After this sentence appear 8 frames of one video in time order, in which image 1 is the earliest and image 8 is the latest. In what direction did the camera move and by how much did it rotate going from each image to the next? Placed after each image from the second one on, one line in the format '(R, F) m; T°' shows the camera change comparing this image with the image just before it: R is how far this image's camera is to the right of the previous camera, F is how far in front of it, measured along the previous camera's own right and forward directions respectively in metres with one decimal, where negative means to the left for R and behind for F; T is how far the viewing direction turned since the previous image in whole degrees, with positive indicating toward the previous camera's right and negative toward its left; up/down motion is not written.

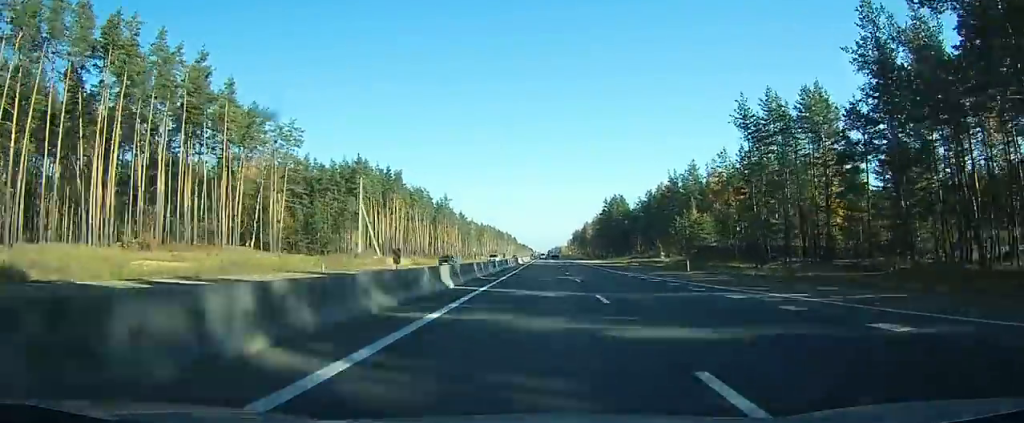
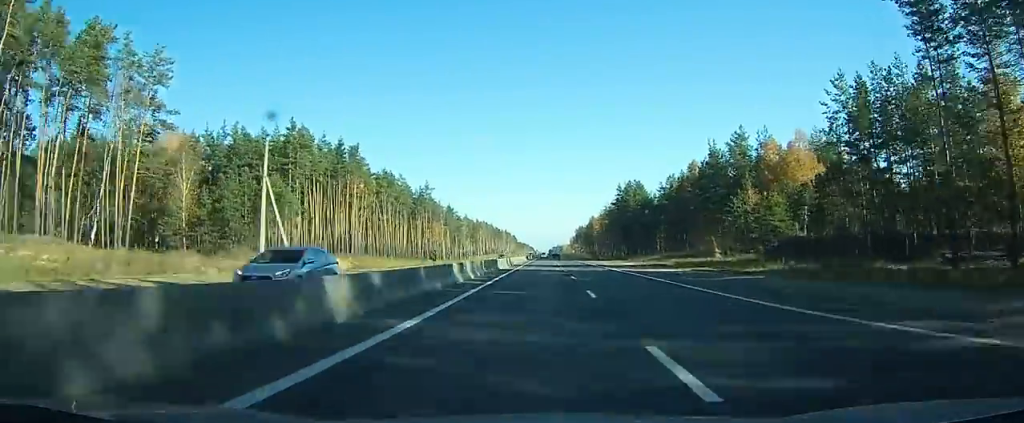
(+0.1, +34.6) m; 0°
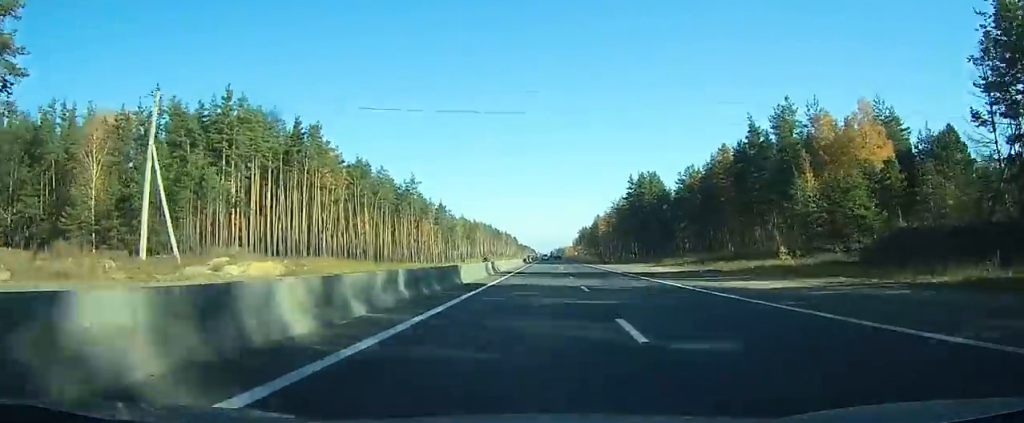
(+0.1, +20.4) m; 0°
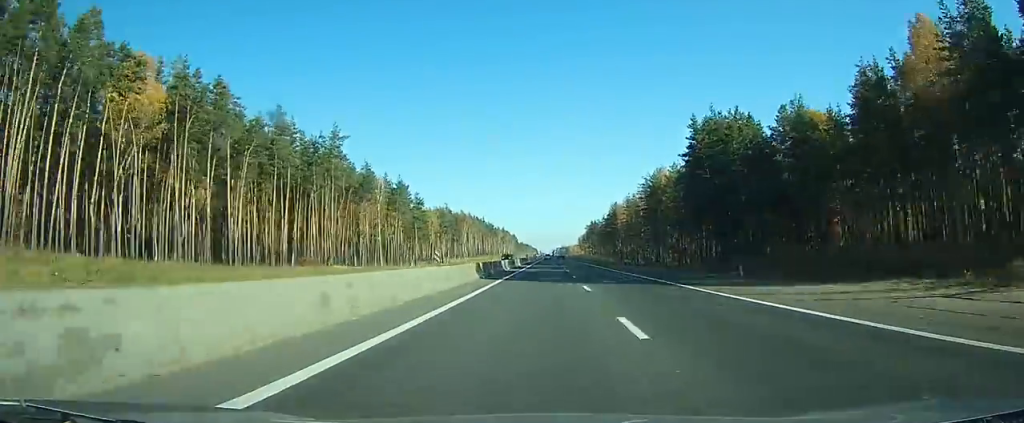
(+0.2, +57.5) m; 0°
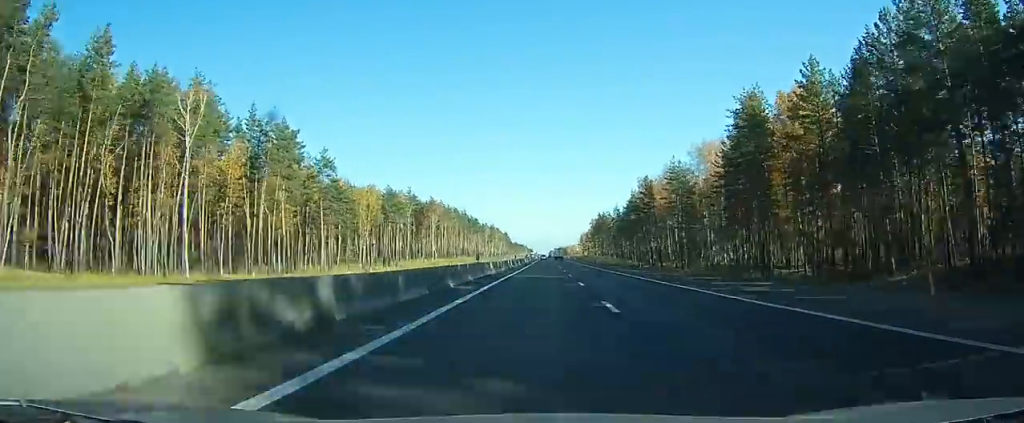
(-0.1, +66.0) m; 0°
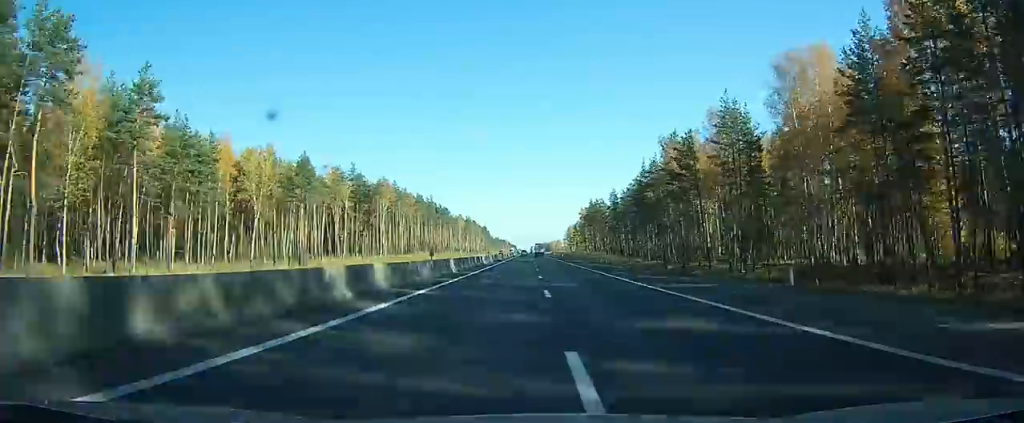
(+0.2, +46.0) m; 0°
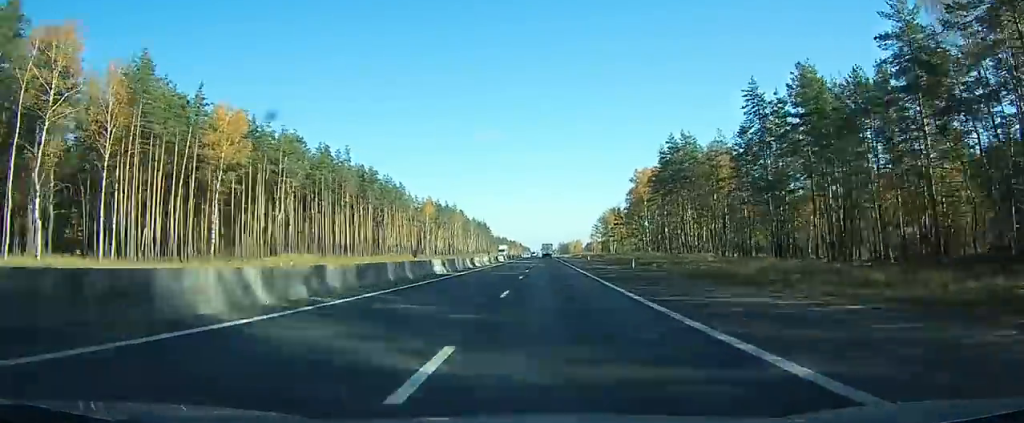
(-0.9, +119.9) m; -1°
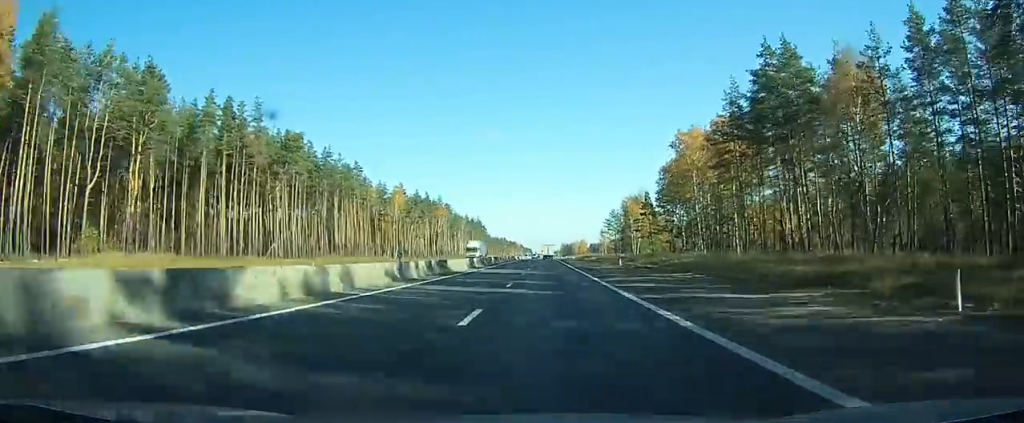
(0.0, +40.7) m; 0°
